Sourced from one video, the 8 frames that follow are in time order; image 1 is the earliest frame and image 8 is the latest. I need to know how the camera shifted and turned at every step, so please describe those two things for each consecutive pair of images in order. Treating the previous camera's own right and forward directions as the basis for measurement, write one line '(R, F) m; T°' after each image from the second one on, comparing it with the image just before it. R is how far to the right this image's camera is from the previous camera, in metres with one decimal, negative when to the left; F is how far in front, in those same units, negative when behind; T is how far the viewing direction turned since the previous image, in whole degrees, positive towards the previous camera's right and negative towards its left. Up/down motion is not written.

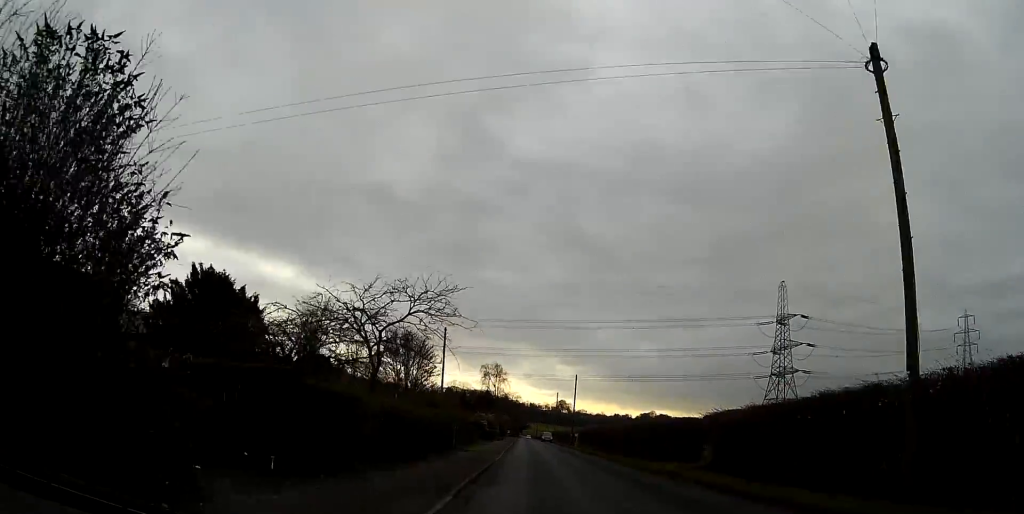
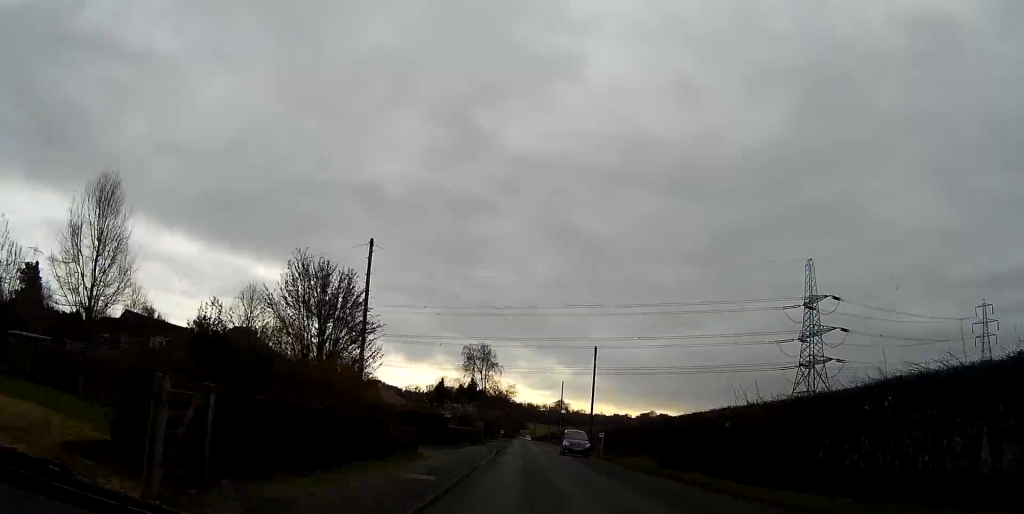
(0.0, +25.2) m; 0°
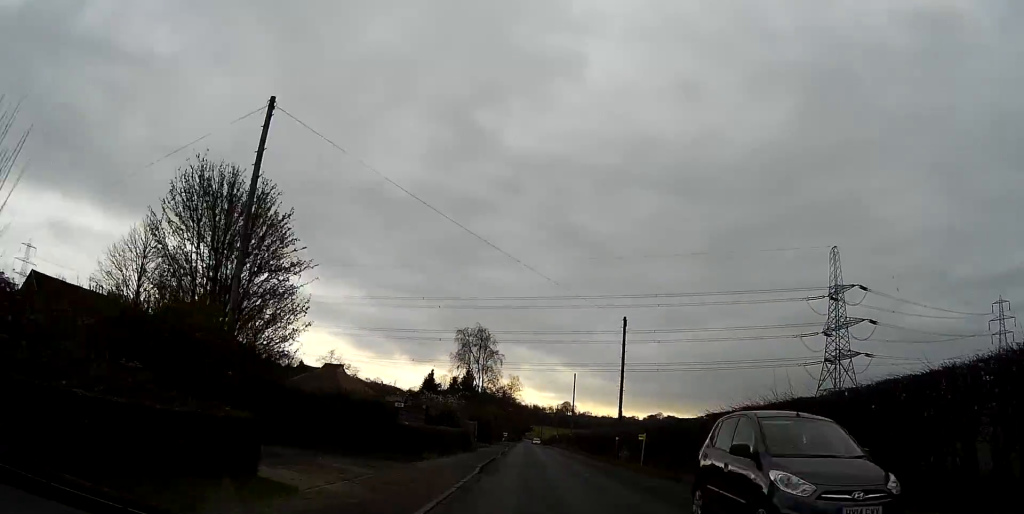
(0.0, +13.5) m; 0°
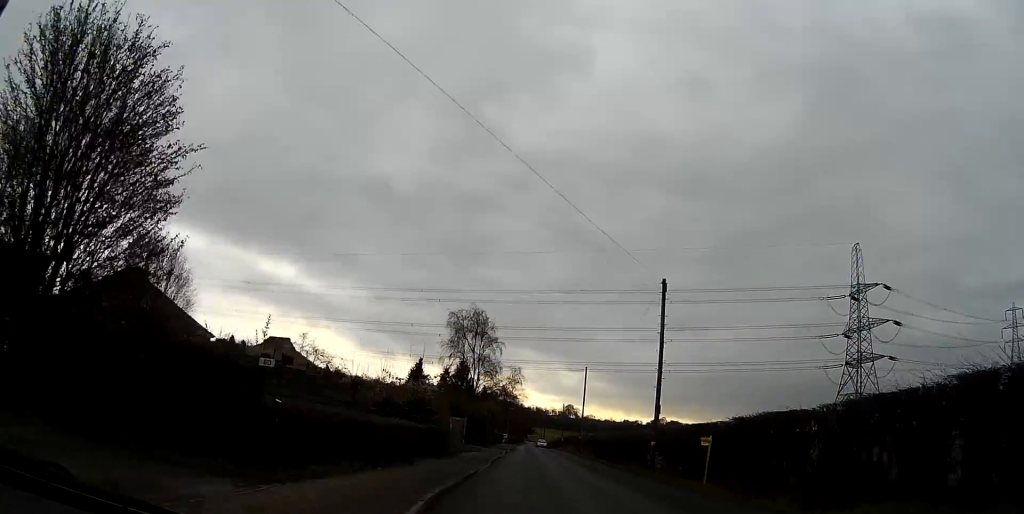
(0.0, +10.4) m; 0°
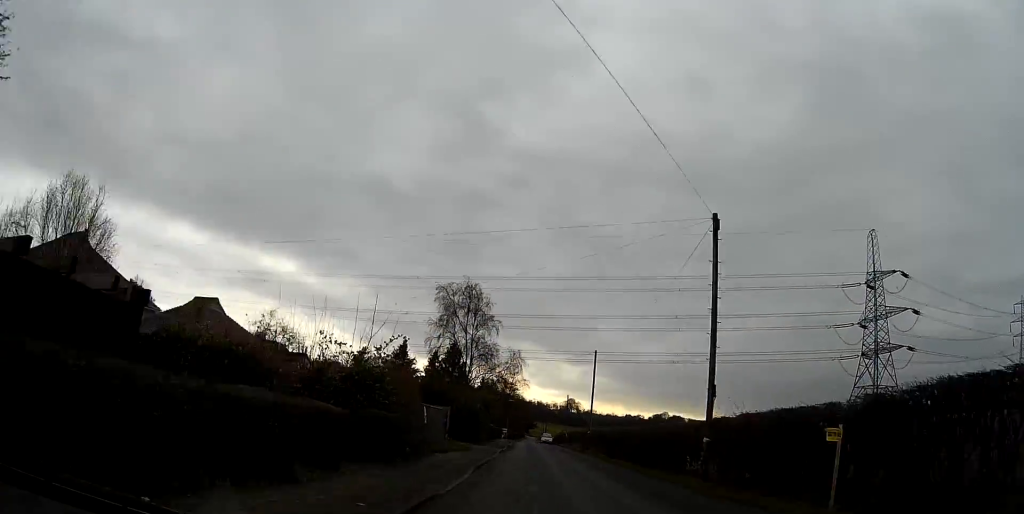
(0.0, +8.3) m; 0°
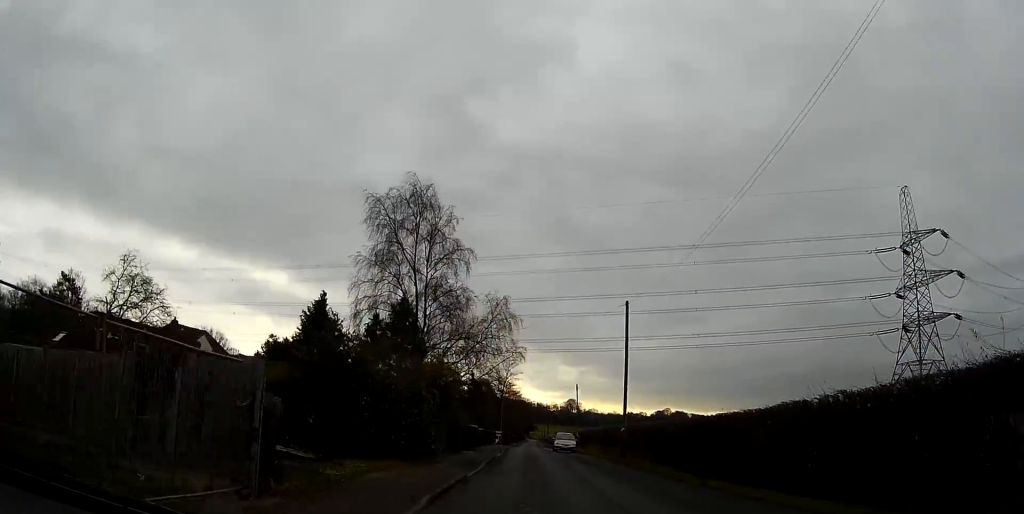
(0.0, +20.7) m; 0°
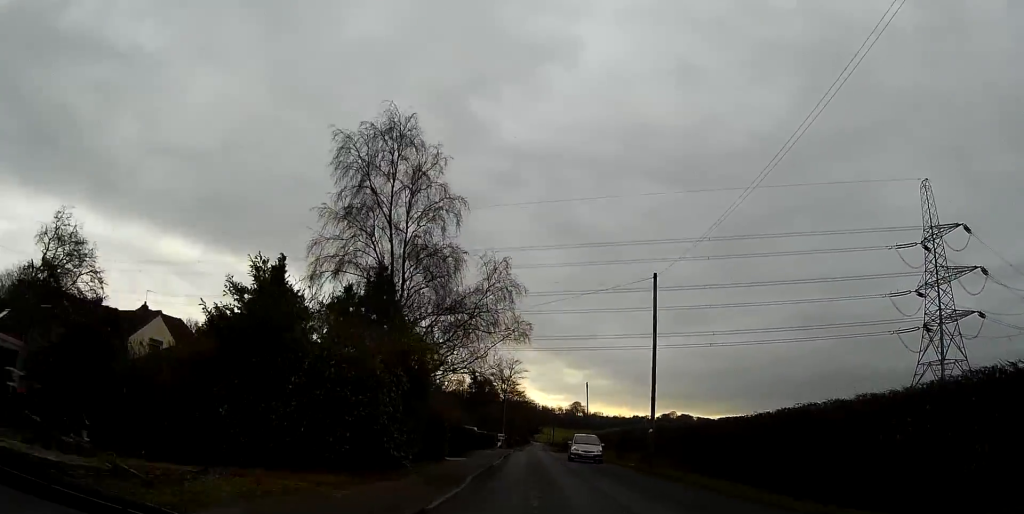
(0.0, +6.7) m; 0°
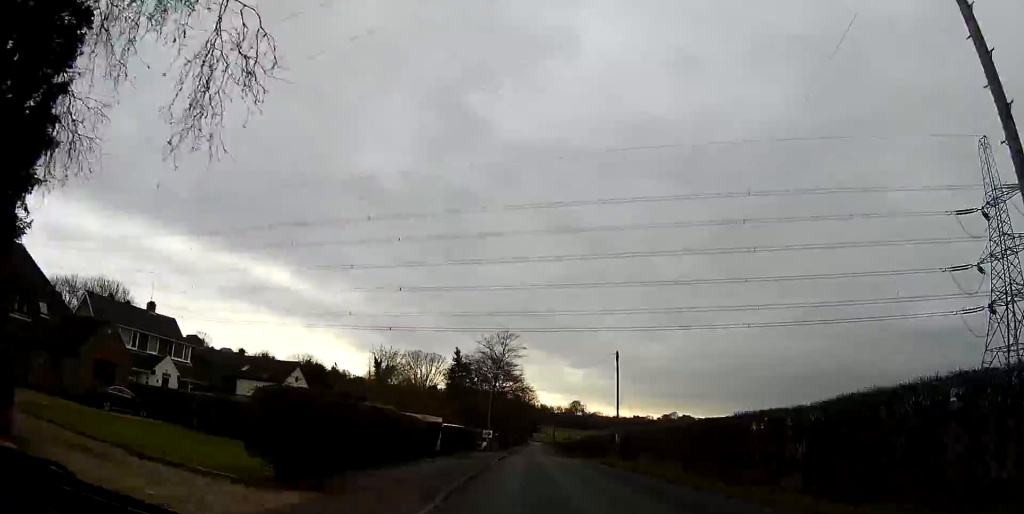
(0.0, +23.3) m; 0°
